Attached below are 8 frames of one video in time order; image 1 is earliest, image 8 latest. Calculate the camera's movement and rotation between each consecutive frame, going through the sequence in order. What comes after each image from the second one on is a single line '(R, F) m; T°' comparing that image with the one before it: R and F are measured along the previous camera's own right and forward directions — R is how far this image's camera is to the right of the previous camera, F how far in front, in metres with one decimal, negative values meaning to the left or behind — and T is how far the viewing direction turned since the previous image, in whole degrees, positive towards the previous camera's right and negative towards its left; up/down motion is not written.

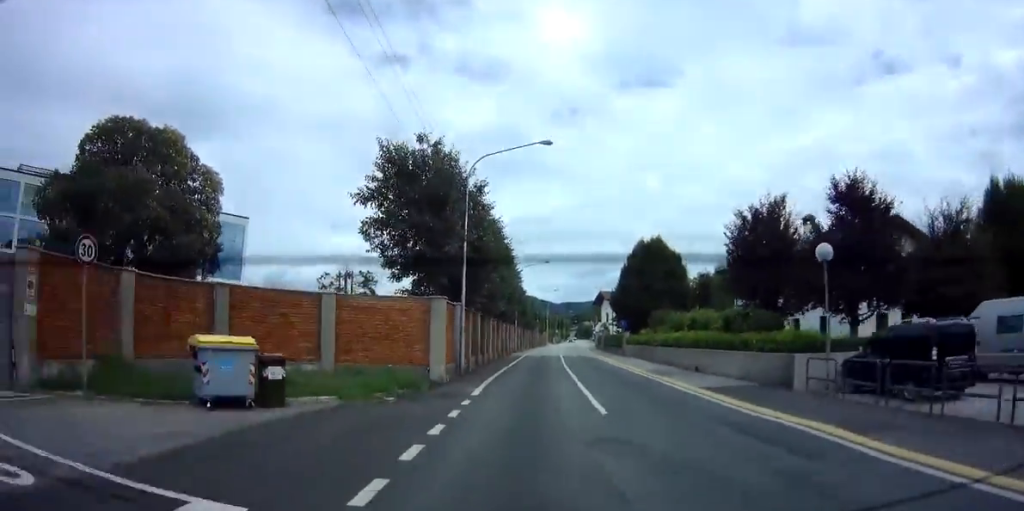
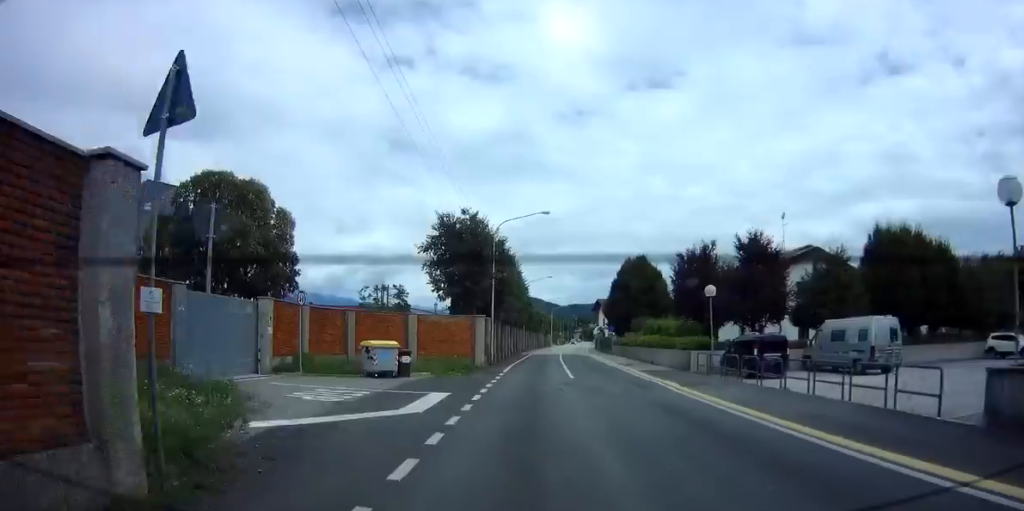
(-0.1, +10.9) m; -1°
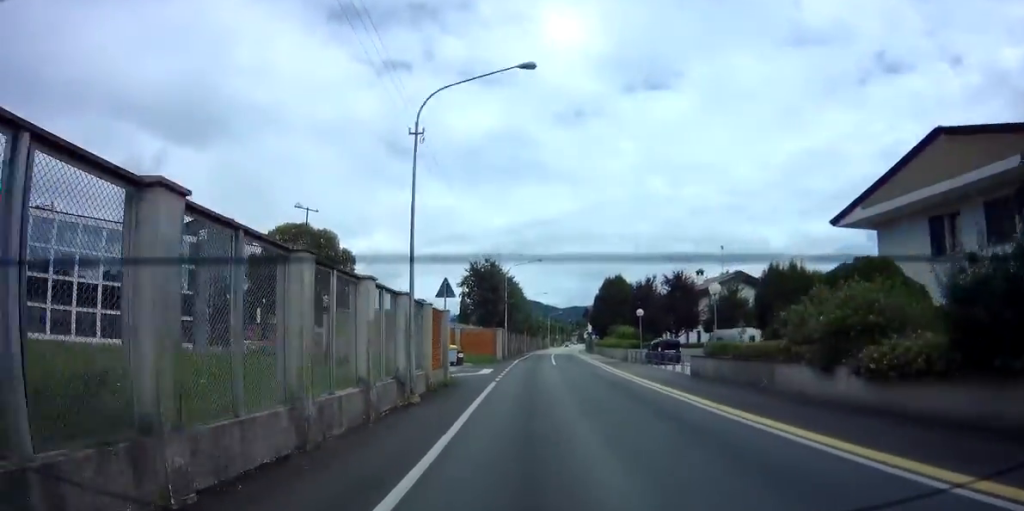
(-0.1, +16.6) m; 0°
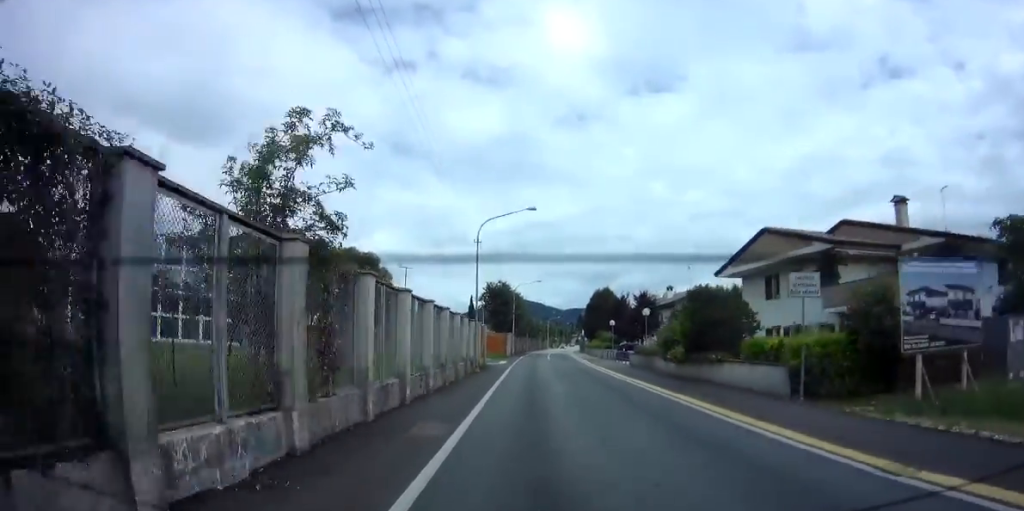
(-0.1, +15.7) m; -1°
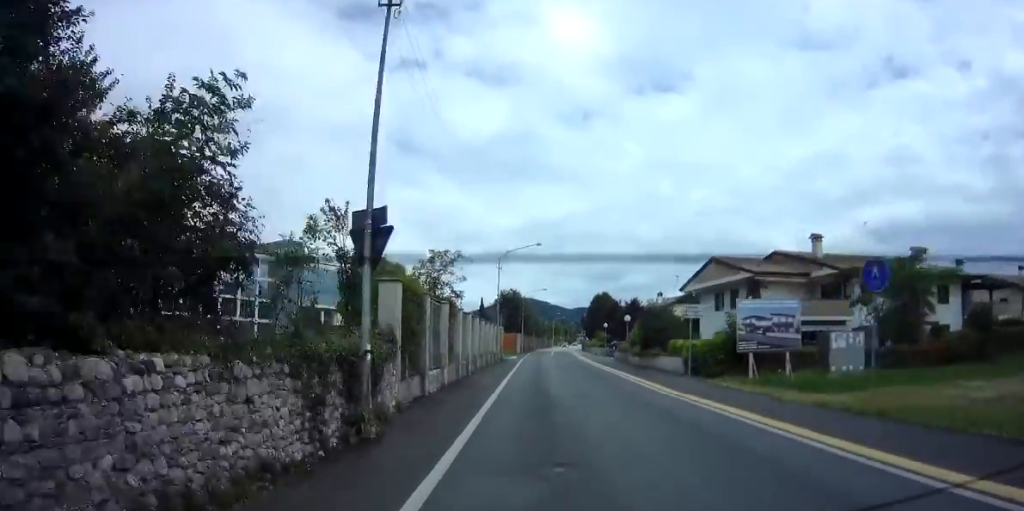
(-0.1, +11.0) m; +1°
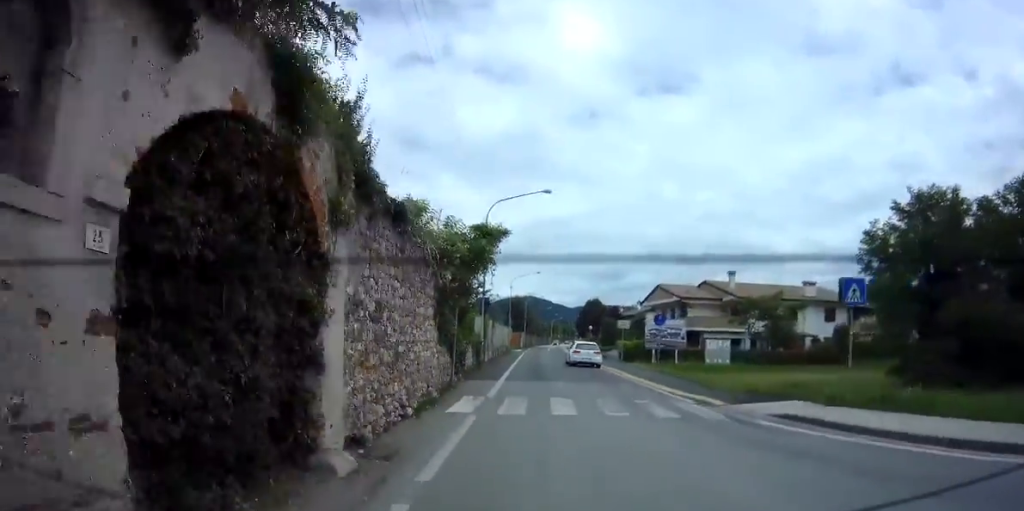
(+0.1, +18.2) m; -1°
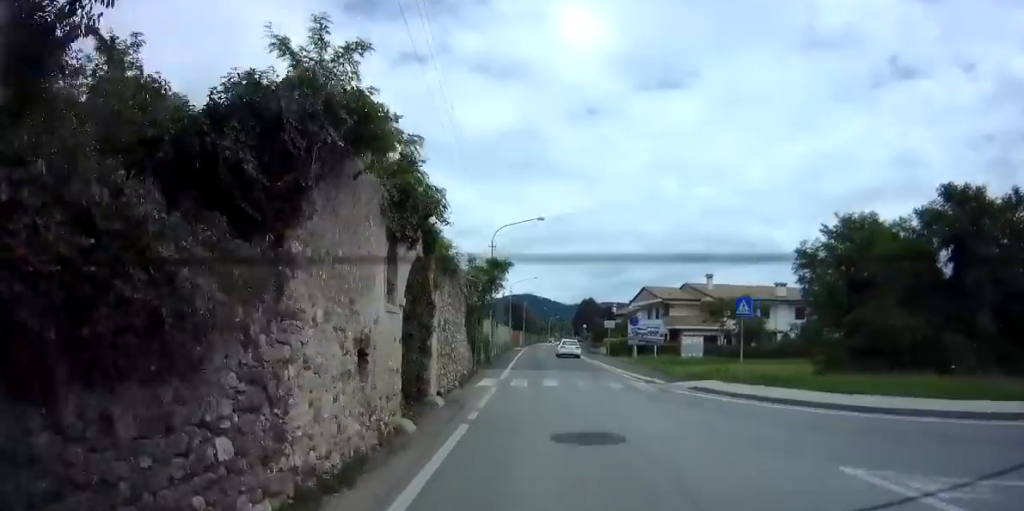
(-0.2, +6.8) m; 0°
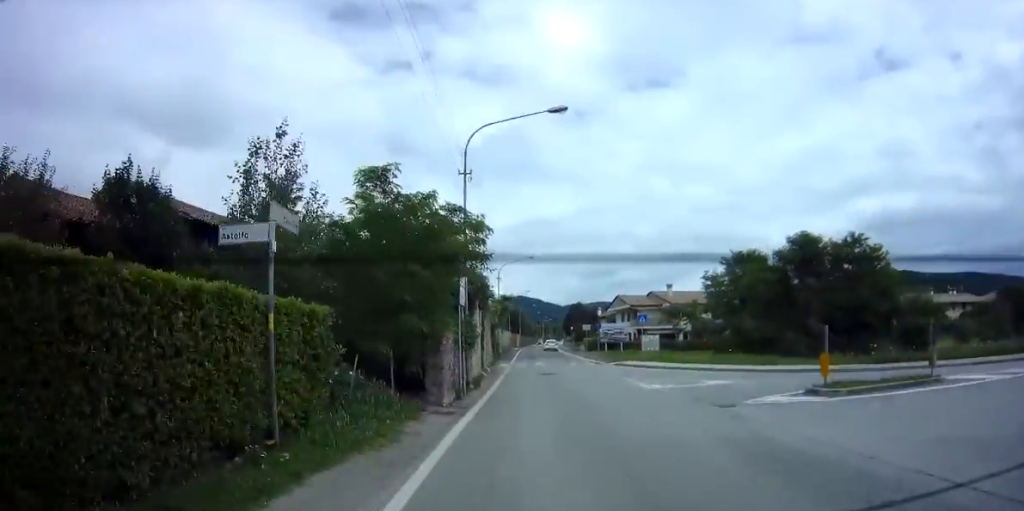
(+0.3, +15.2) m; -1°
